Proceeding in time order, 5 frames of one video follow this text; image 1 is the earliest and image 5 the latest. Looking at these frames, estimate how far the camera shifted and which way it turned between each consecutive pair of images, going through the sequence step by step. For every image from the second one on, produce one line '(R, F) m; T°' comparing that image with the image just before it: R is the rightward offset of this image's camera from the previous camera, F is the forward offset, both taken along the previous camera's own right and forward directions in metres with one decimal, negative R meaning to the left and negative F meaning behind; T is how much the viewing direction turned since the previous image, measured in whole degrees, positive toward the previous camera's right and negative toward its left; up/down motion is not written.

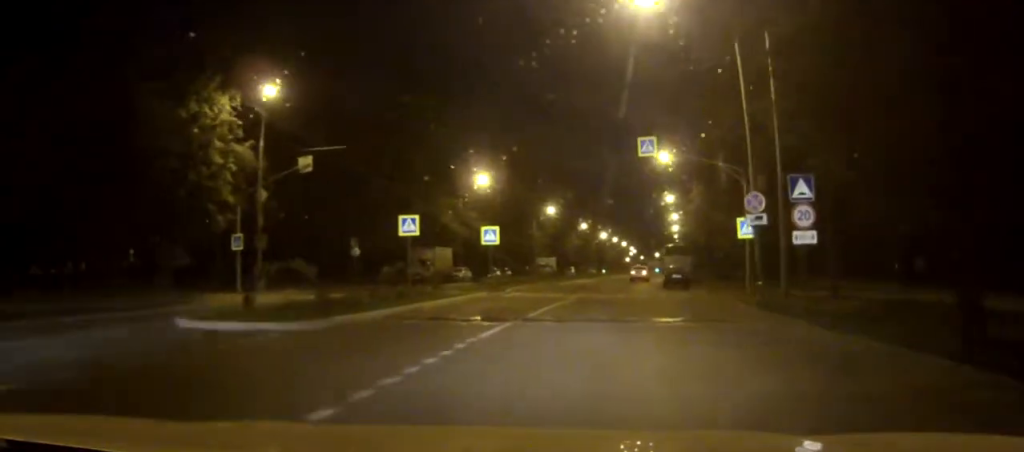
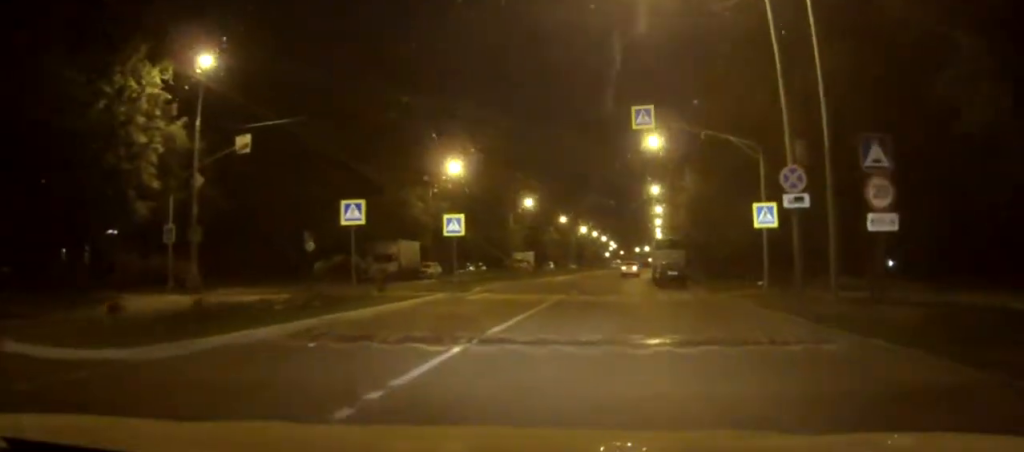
(+0.1, +6.4) m; +2°
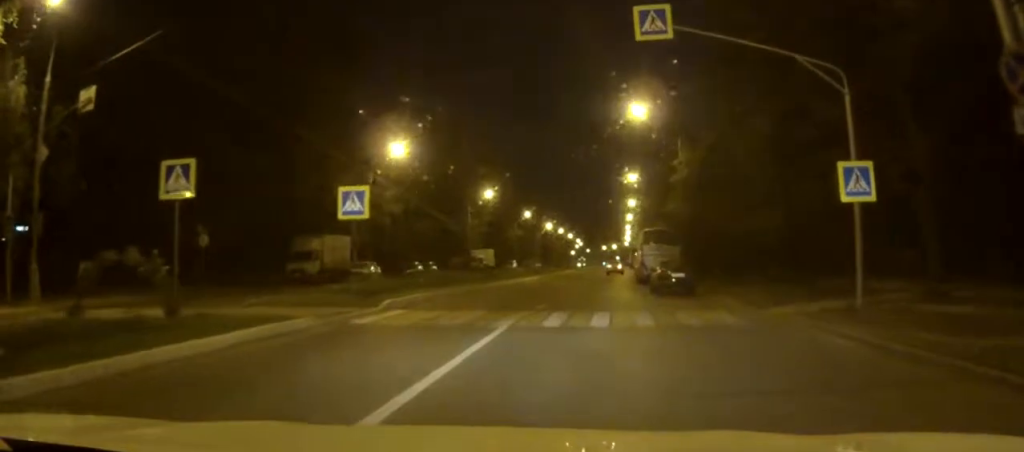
(+0.5, +12.2) m; +3°
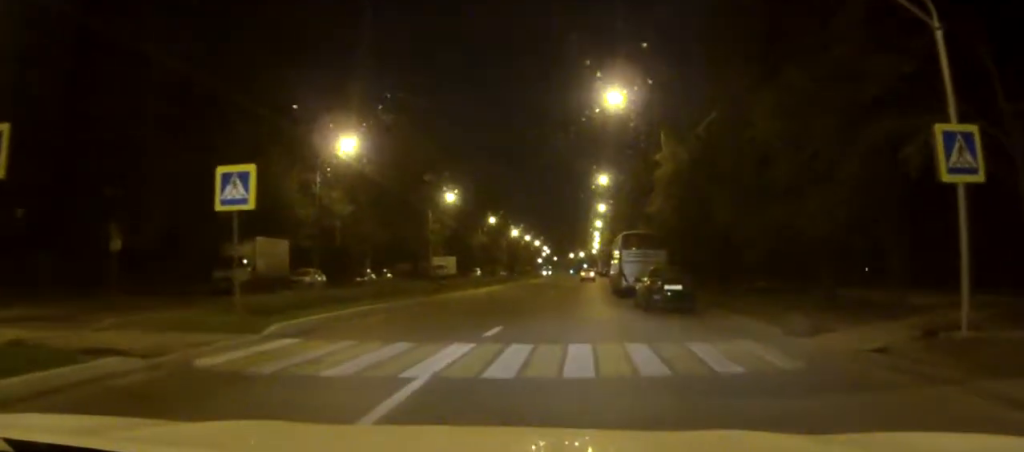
(+0.2, +6.3) m; +2°
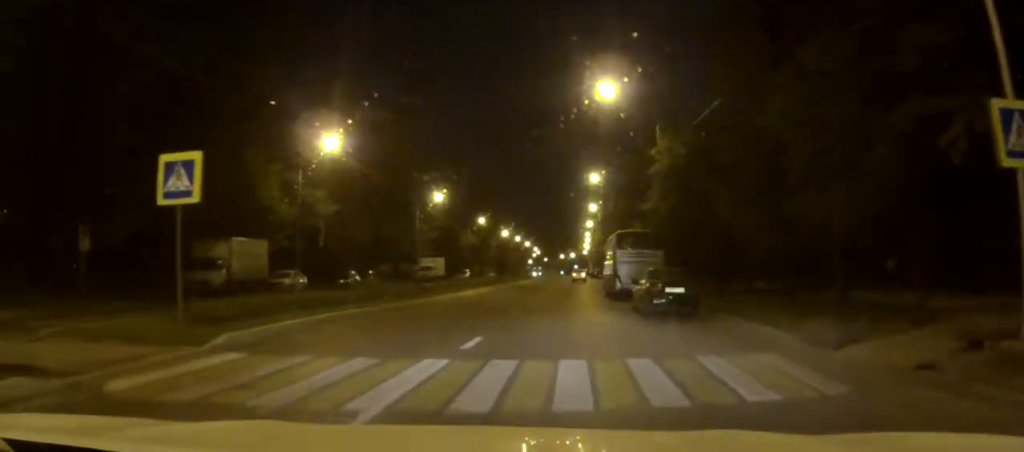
(+0.1, +2.1) m; 0°
